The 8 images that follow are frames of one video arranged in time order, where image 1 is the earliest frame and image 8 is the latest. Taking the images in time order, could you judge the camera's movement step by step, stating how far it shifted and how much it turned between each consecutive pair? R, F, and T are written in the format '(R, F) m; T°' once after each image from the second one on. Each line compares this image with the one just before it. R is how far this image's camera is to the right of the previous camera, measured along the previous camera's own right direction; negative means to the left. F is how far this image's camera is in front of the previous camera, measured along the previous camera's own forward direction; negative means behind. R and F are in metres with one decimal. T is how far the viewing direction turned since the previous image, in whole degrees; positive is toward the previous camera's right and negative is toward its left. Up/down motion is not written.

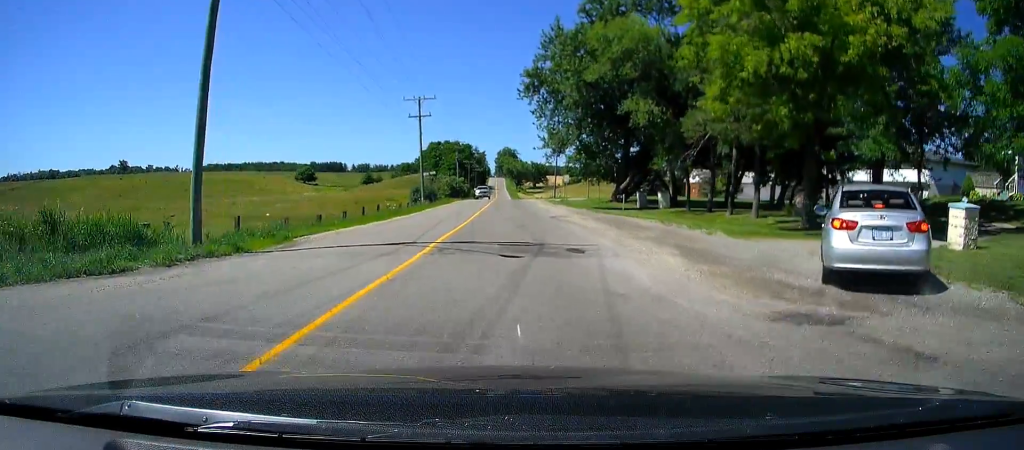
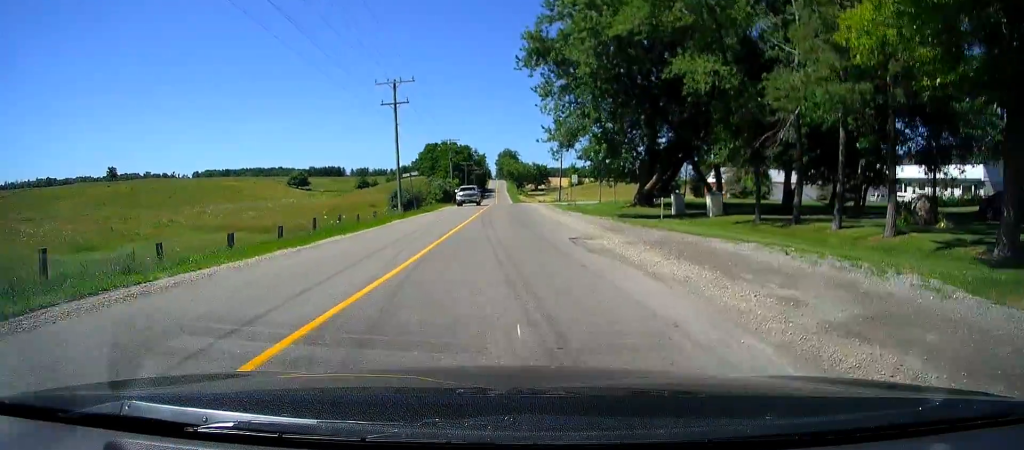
(-0.1, +10.4) m; -2°
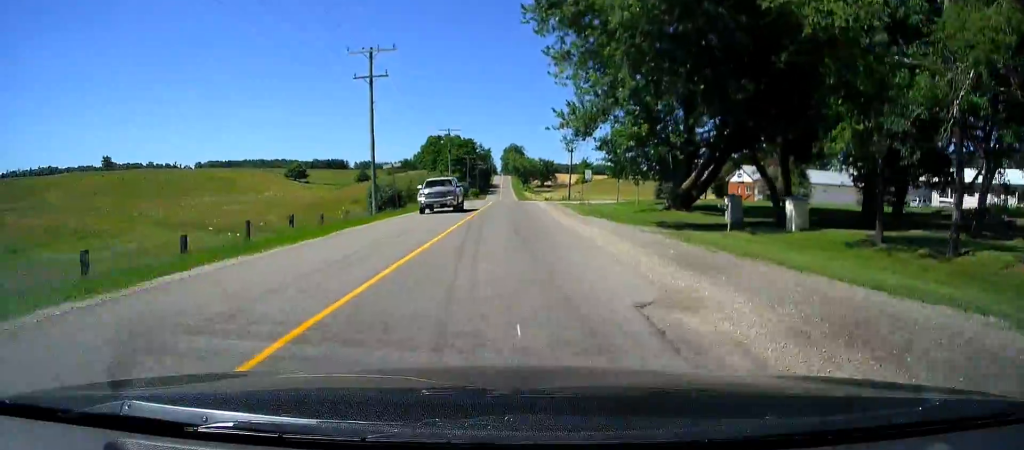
(-0.3, +8.6) m; 0°
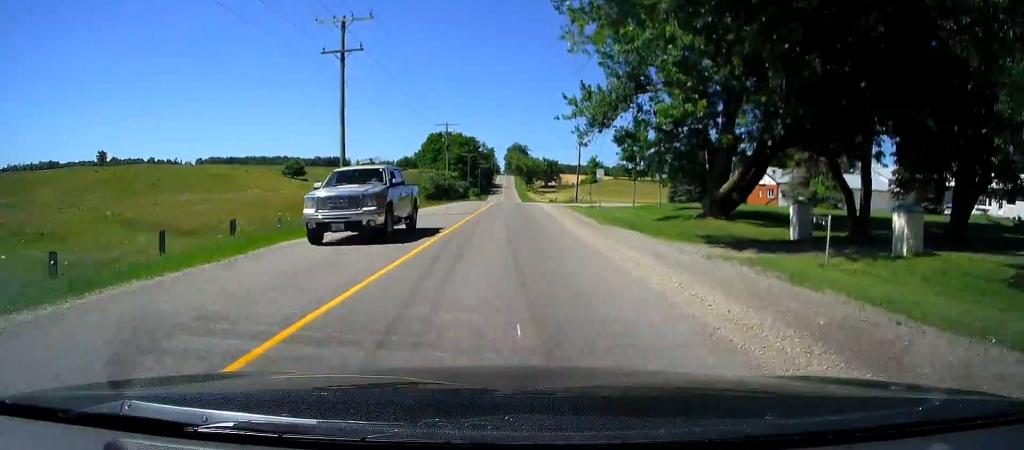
(+0.1, +6.8) m; 0°
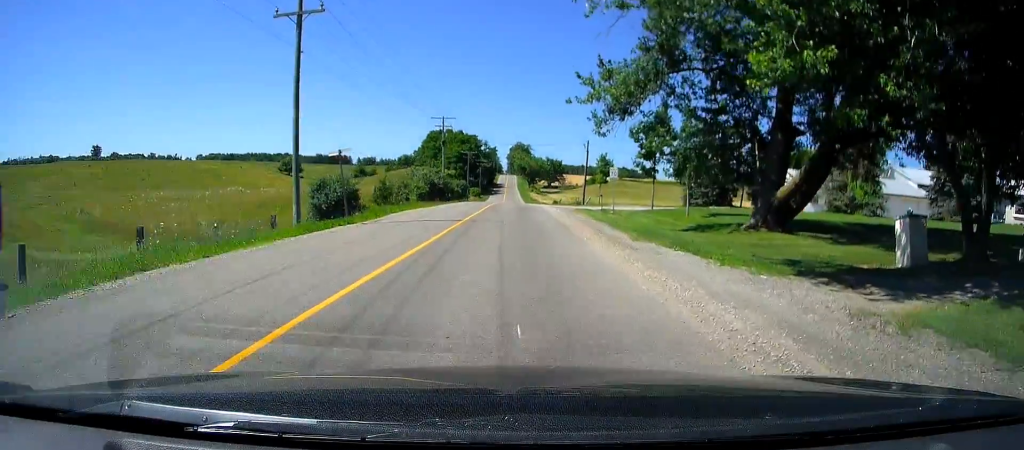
(+0.1, +6.2) m; +1°
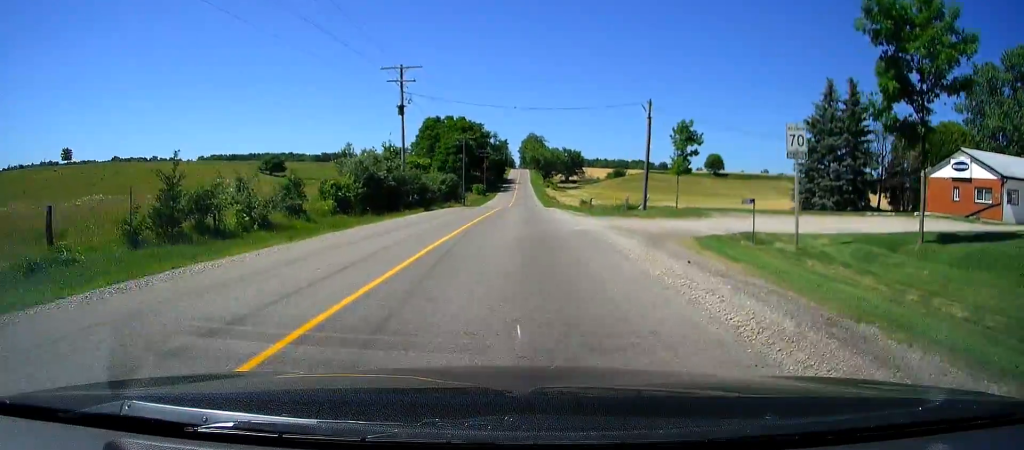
(+0.1, +30.6) m; 0°
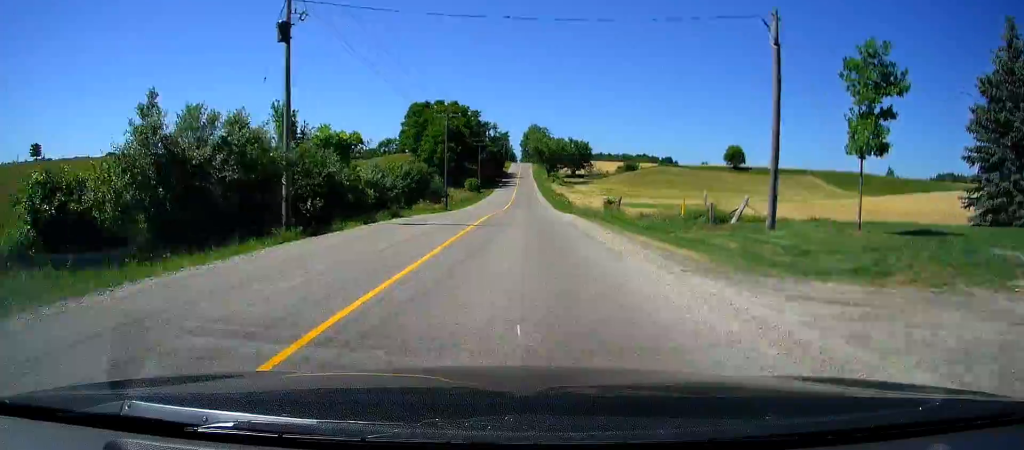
(+0.1, +22.5) m; +1°
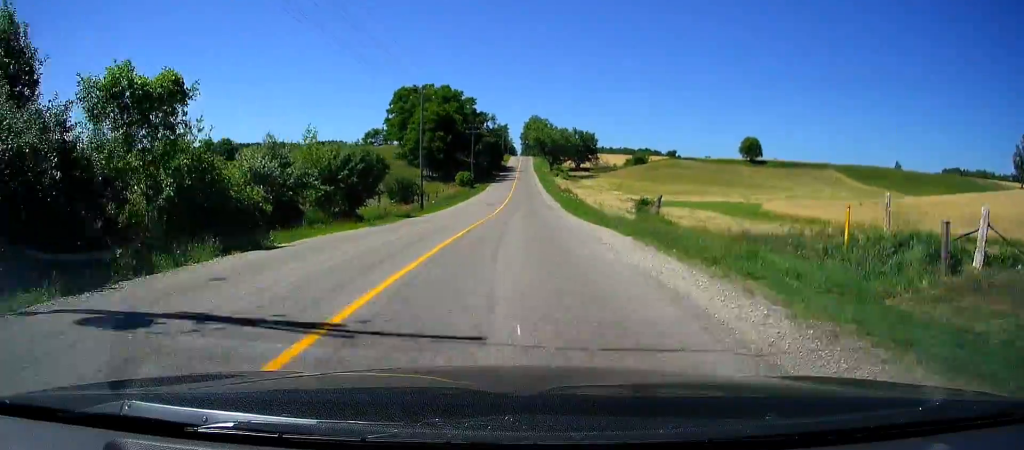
(0.0, +16.5) m; 0°
